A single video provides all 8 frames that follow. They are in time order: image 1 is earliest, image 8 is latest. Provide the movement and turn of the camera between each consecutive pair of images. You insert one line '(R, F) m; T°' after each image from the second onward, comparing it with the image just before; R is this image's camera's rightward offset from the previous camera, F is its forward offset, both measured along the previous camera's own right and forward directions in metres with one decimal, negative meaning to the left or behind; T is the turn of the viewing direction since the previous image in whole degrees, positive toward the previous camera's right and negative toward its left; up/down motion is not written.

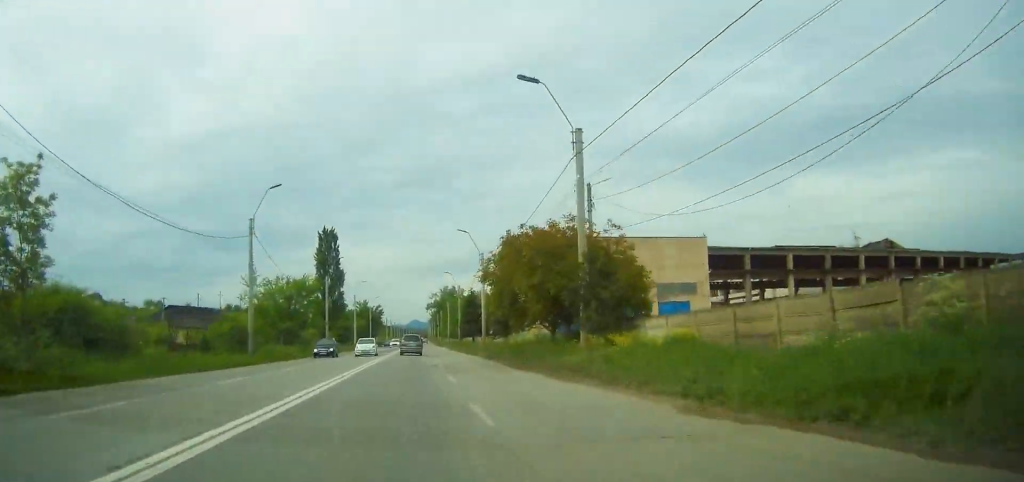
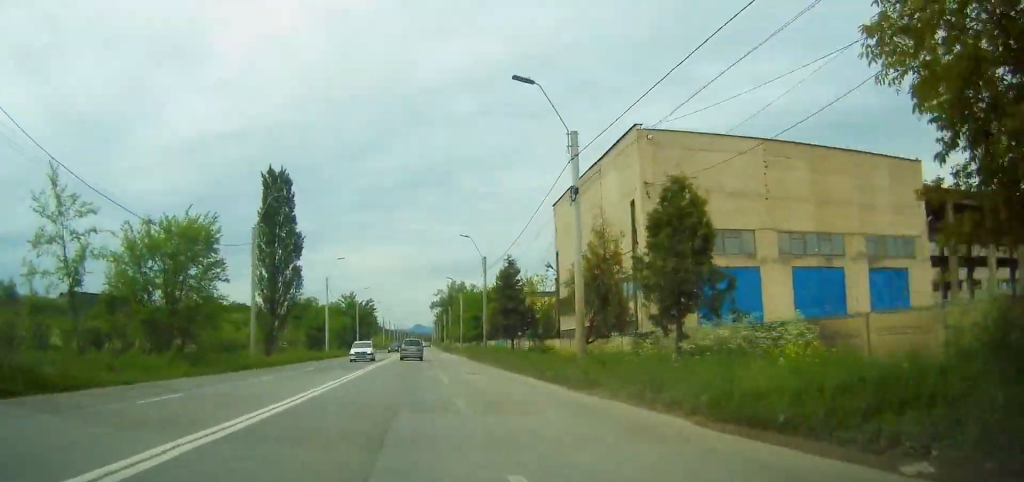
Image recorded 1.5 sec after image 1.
(+0.1, +33.6) m; 0°
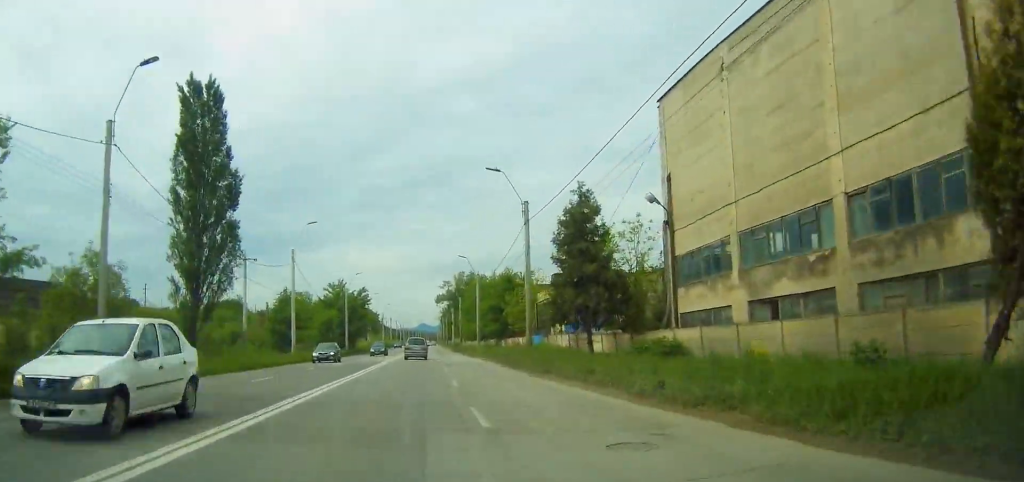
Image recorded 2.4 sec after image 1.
(+0.1, +20.8) m; 0°
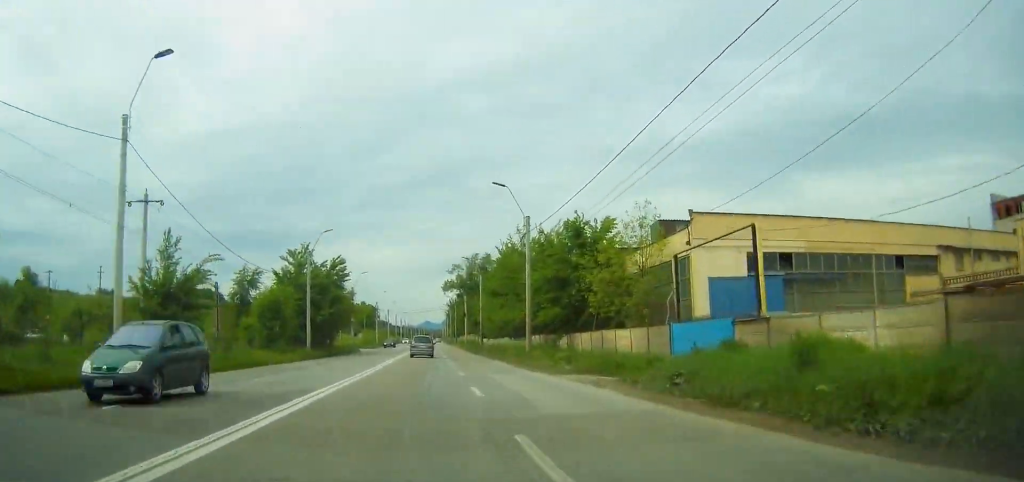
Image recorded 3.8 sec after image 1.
(-0.2, +31.0) m; 0°
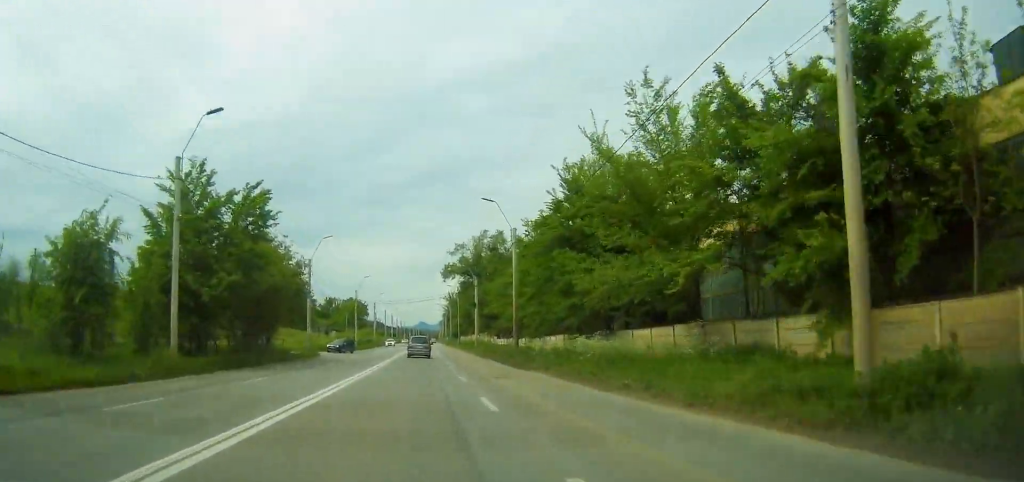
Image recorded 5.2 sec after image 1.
(-0.4, +30.0) m; 0°
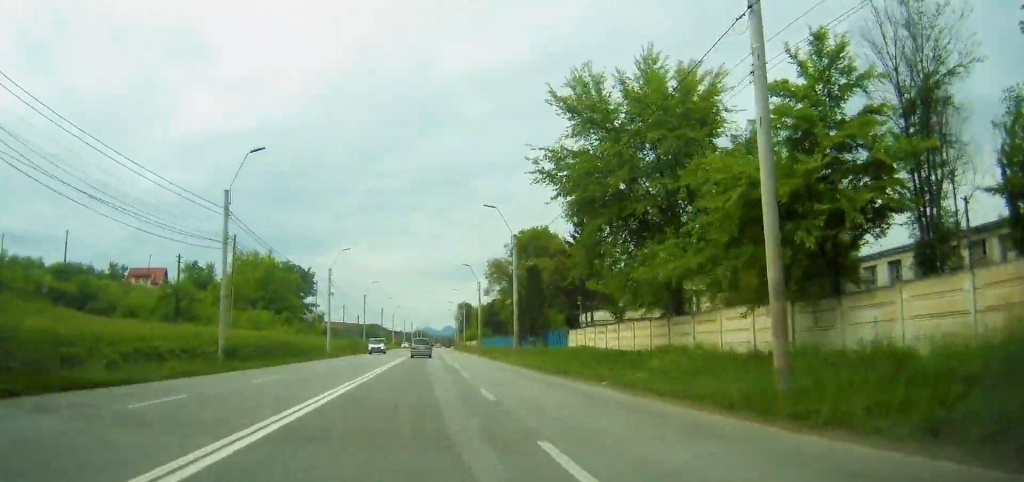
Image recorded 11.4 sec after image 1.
(+1.2, +134.1) m; 0°
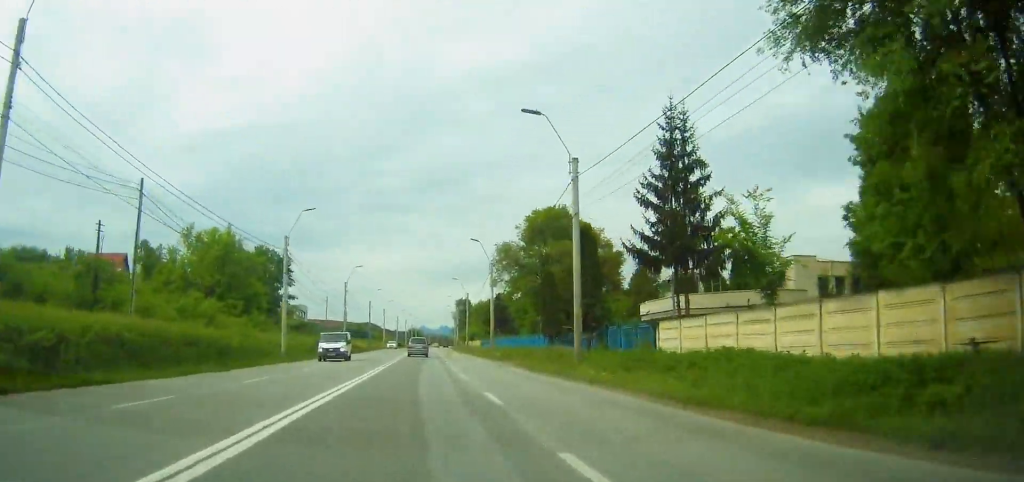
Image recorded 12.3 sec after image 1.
(0.0, +18.7) m; 0°
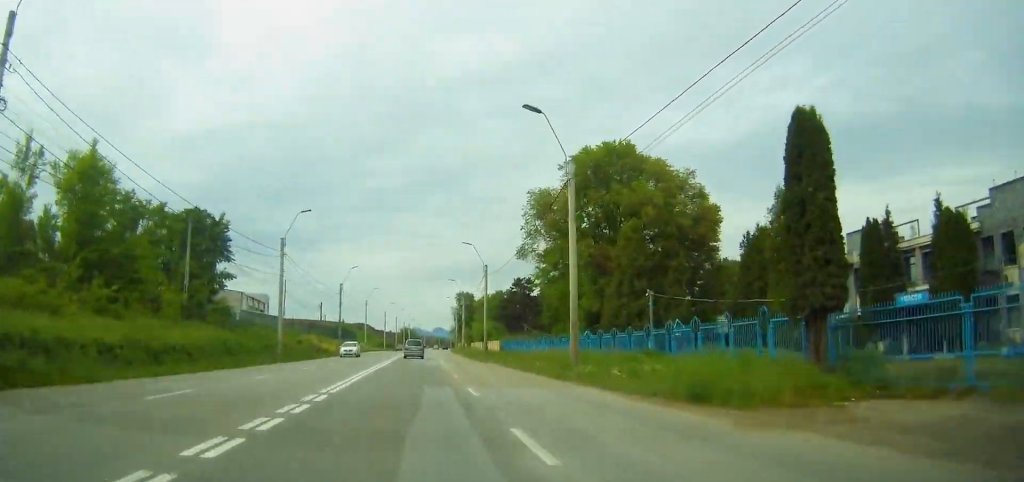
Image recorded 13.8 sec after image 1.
(+0.1, +33.8) m; 0°
